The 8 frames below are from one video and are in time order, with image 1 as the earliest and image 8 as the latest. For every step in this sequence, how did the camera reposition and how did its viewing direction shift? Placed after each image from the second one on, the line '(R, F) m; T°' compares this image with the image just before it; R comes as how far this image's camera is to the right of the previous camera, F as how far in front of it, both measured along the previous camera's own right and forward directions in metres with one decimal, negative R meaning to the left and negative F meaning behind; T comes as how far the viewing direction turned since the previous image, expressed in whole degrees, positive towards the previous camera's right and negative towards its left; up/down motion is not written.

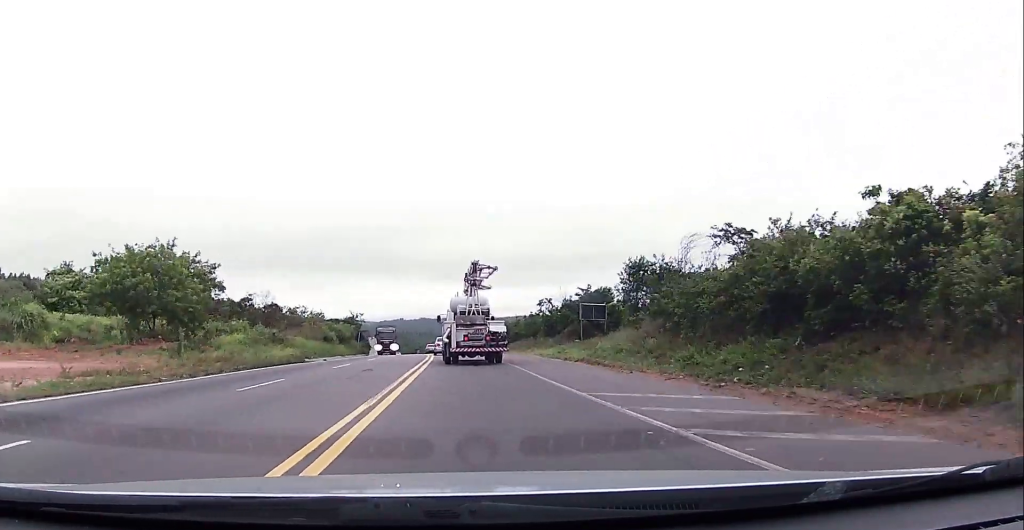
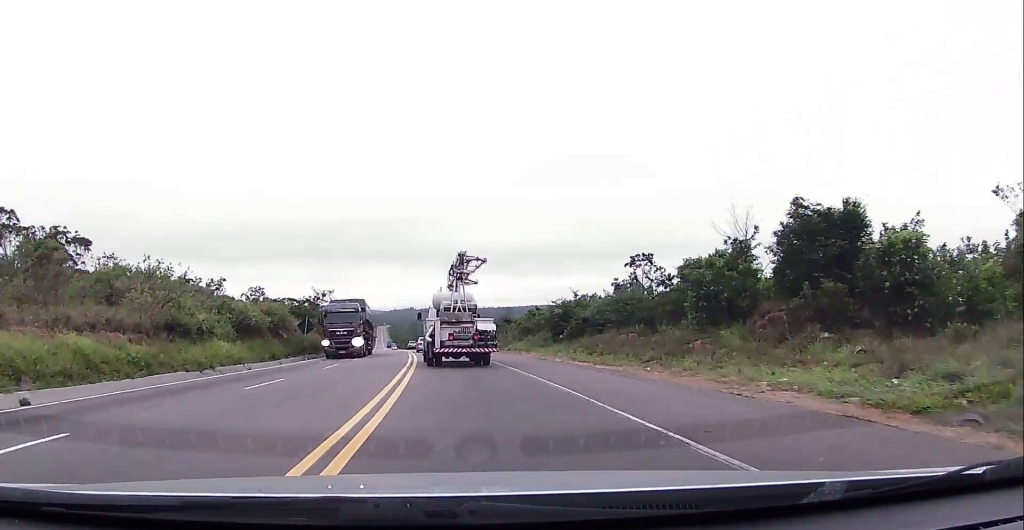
(+0.5, +35.2) m; 0°
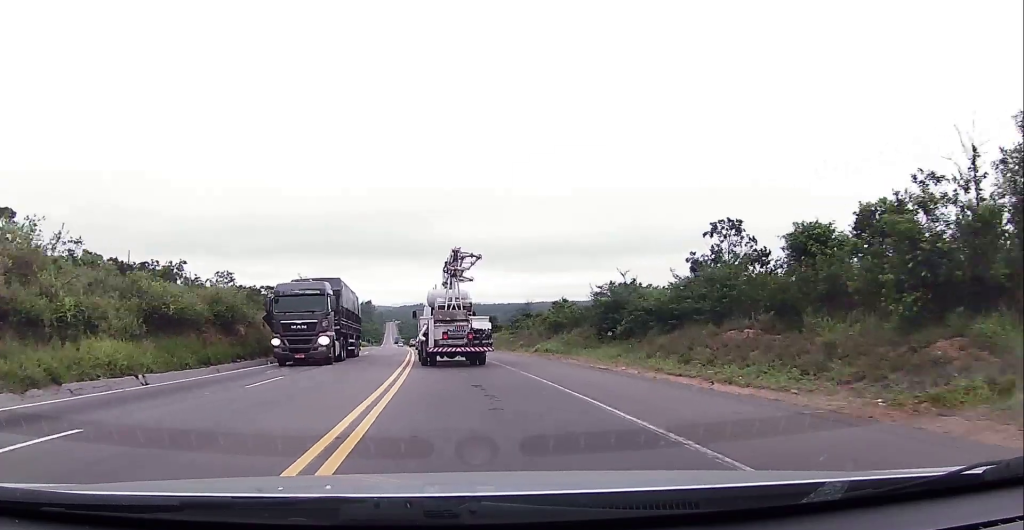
(-0.2, +11.6) m; -1°
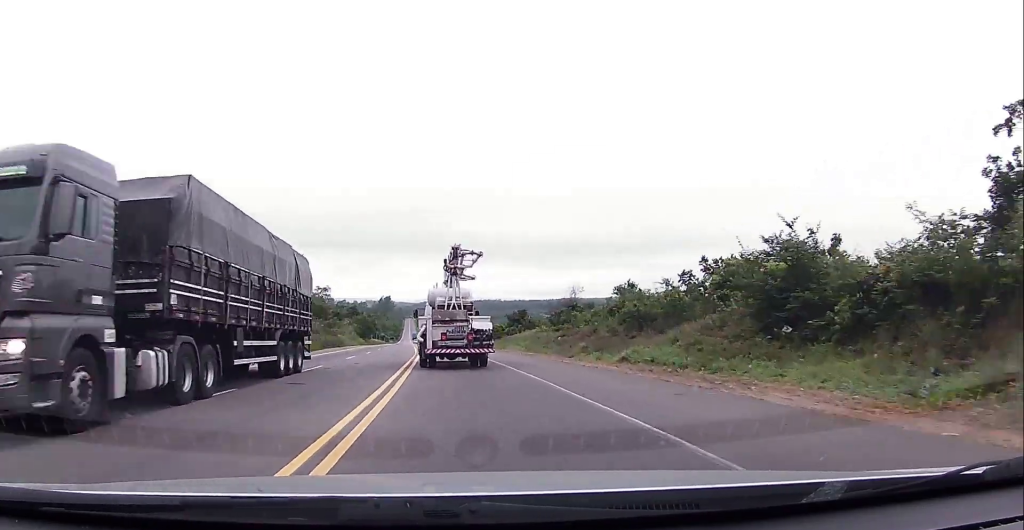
(-0.2, +16.8) m; -2°
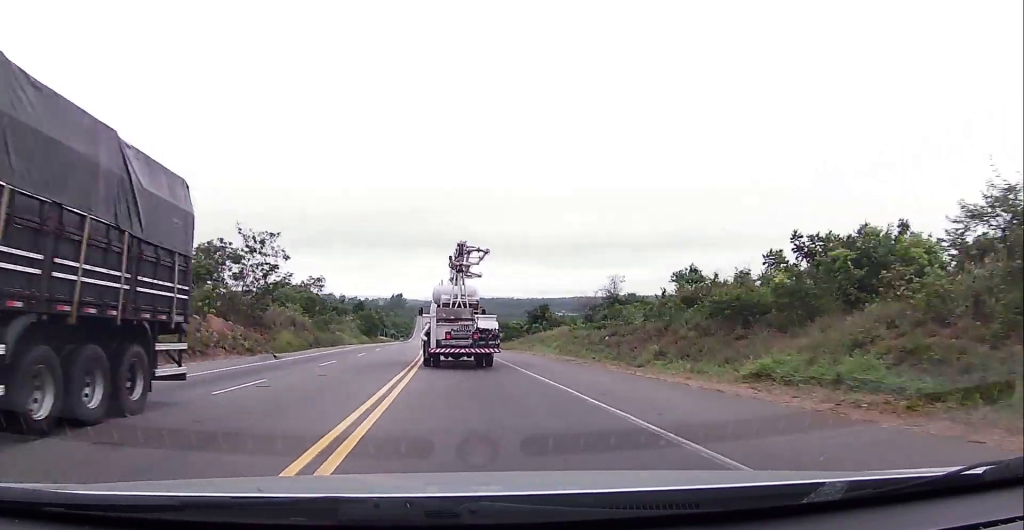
(0.0, +9.6) m; -1°
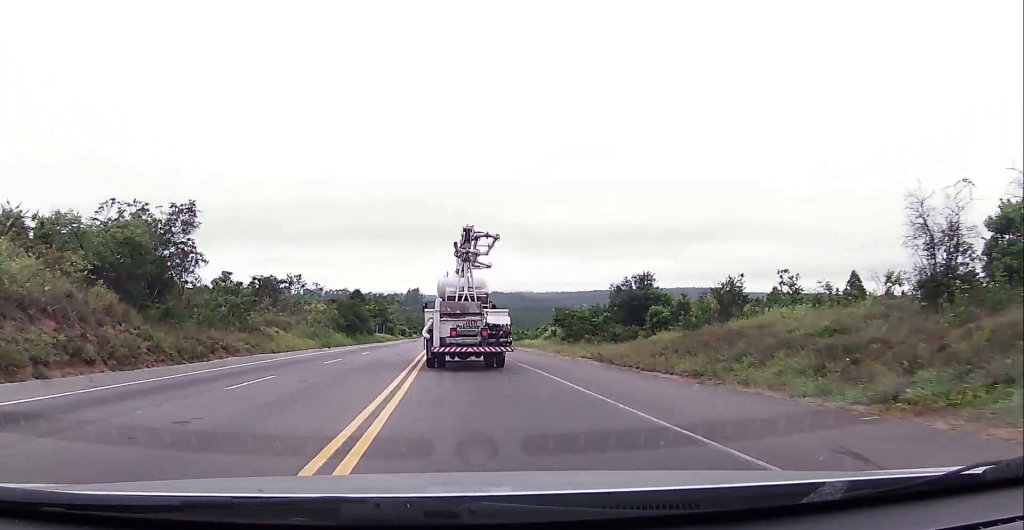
(-0.6, +35.1) m; -1°
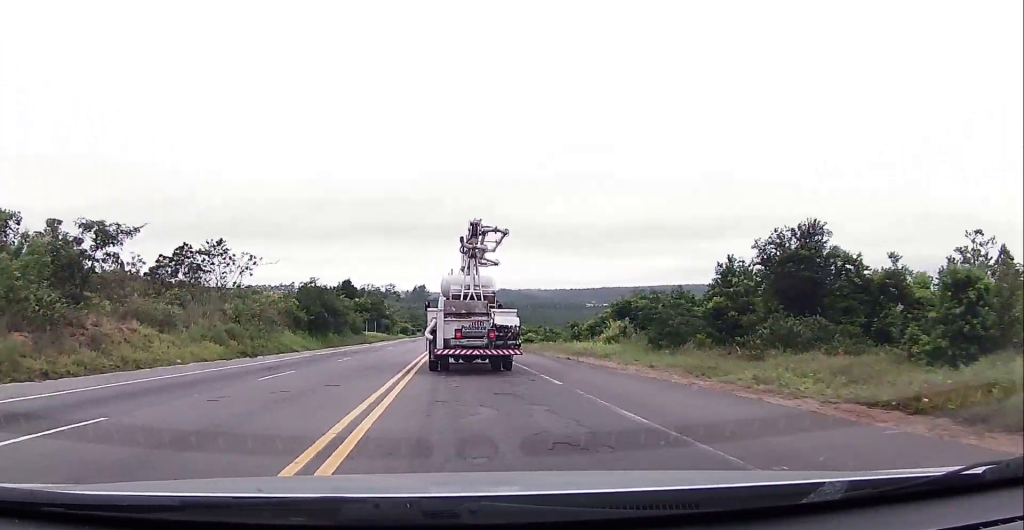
(+0.1, +20.8) m; -1°
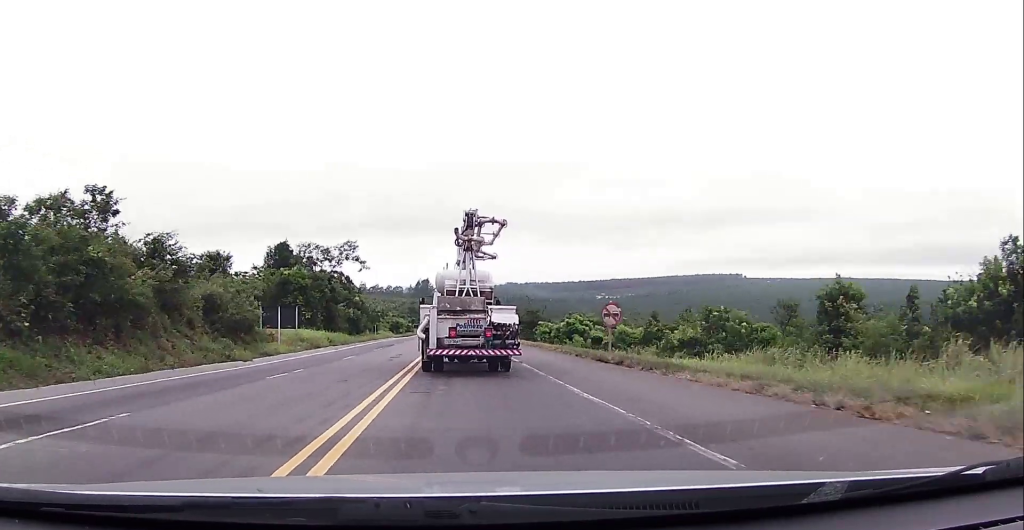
(-1.1, +46.6) m; -1°
